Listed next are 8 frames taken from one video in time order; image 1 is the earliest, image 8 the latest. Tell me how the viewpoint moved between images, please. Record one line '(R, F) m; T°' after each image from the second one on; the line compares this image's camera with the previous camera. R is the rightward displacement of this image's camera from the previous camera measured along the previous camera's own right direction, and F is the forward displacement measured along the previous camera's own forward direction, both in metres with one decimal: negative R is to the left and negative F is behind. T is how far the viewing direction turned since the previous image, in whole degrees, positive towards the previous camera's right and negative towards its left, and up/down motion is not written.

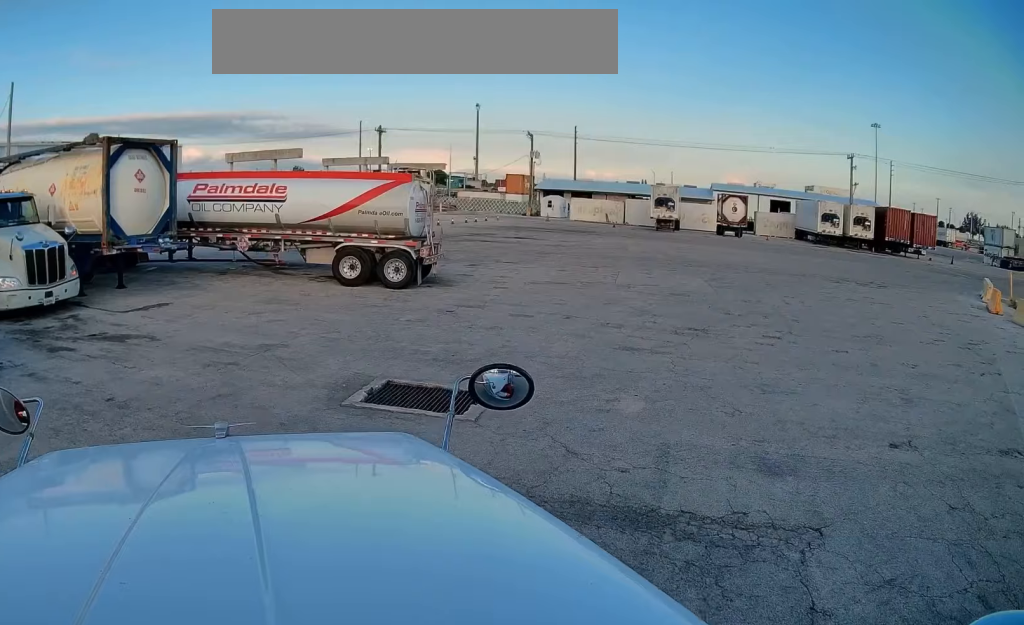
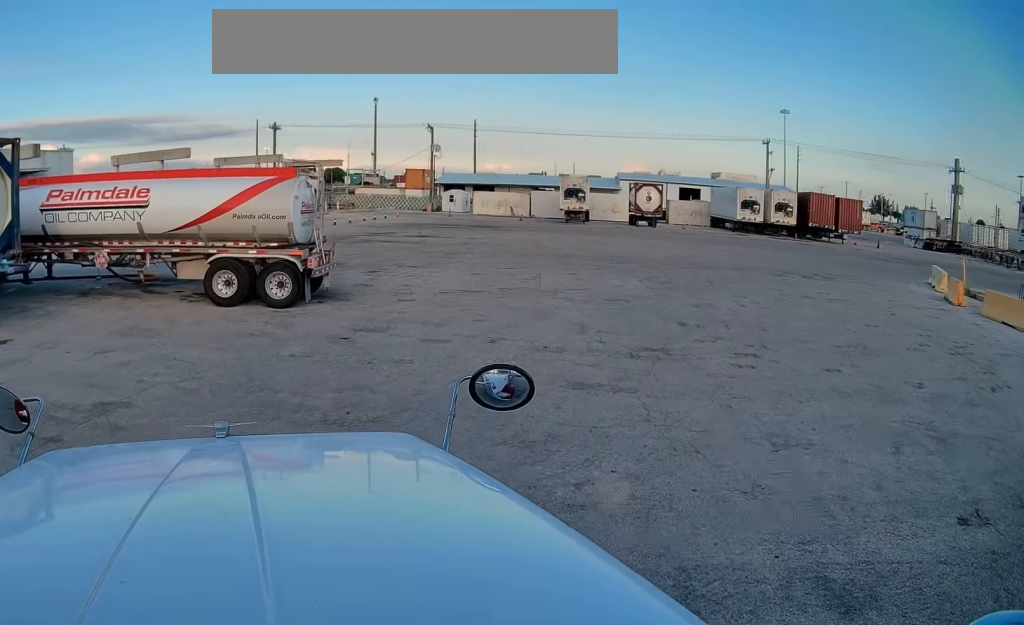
(+0.3, +2.4) m; +11°
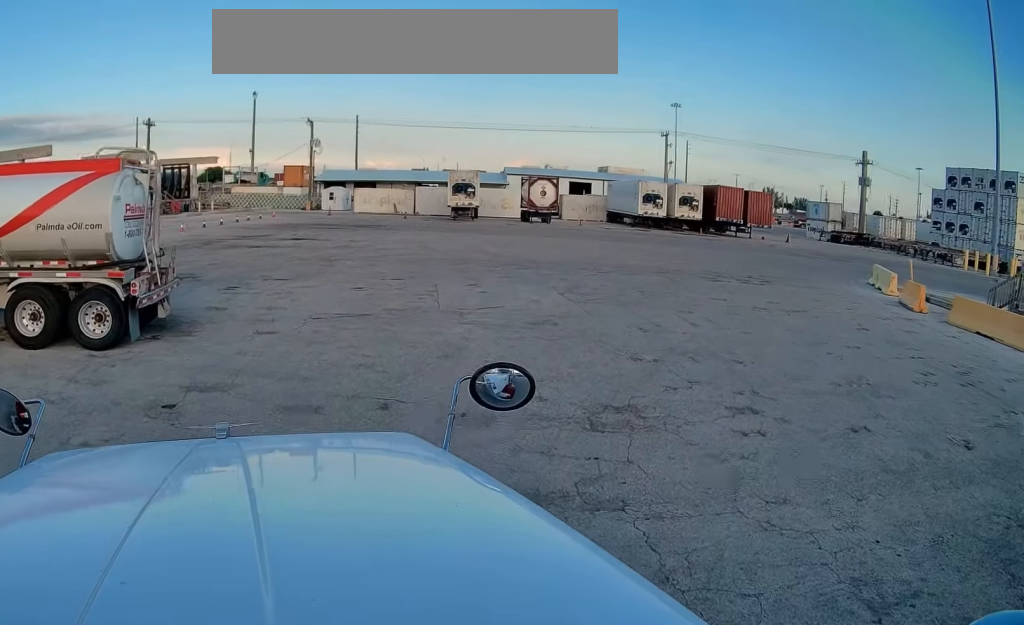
(+0.2, +3.5) m; +7°
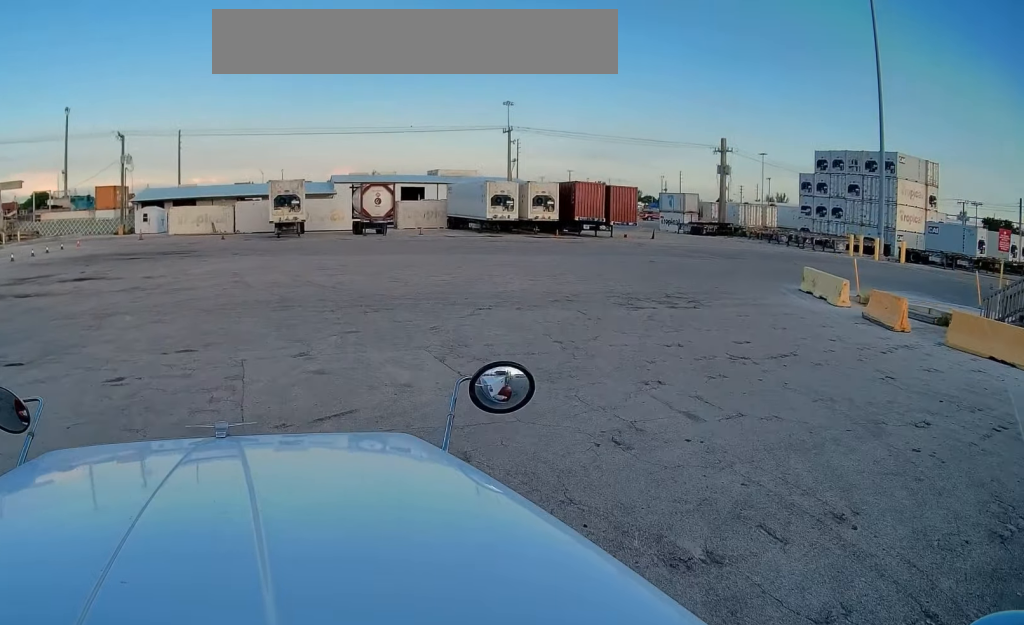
(+0.6, +5.9) m; +11°
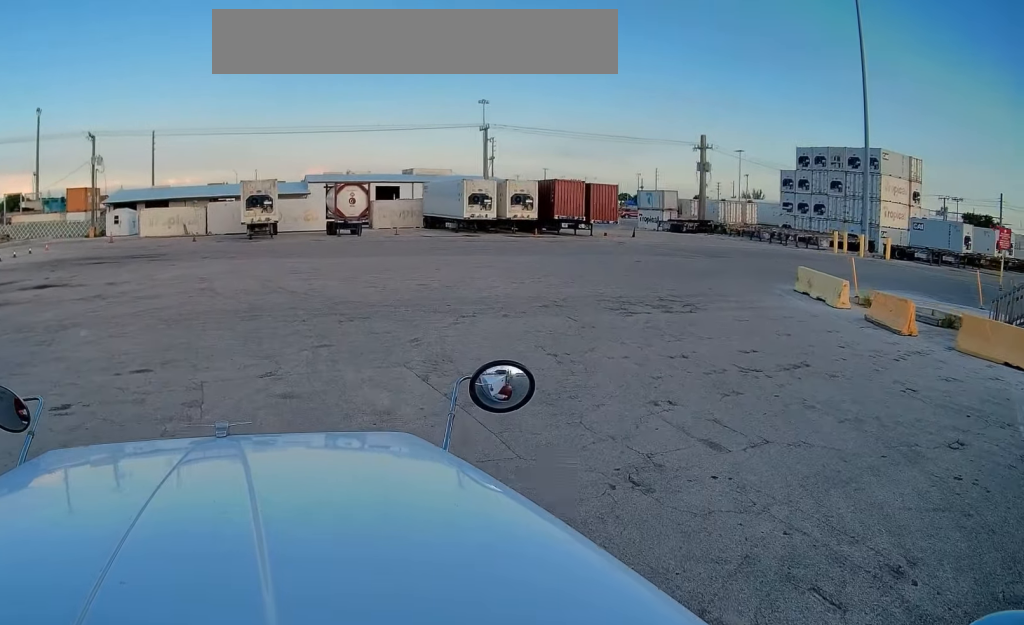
(+0.1, +1.1) m; +3°
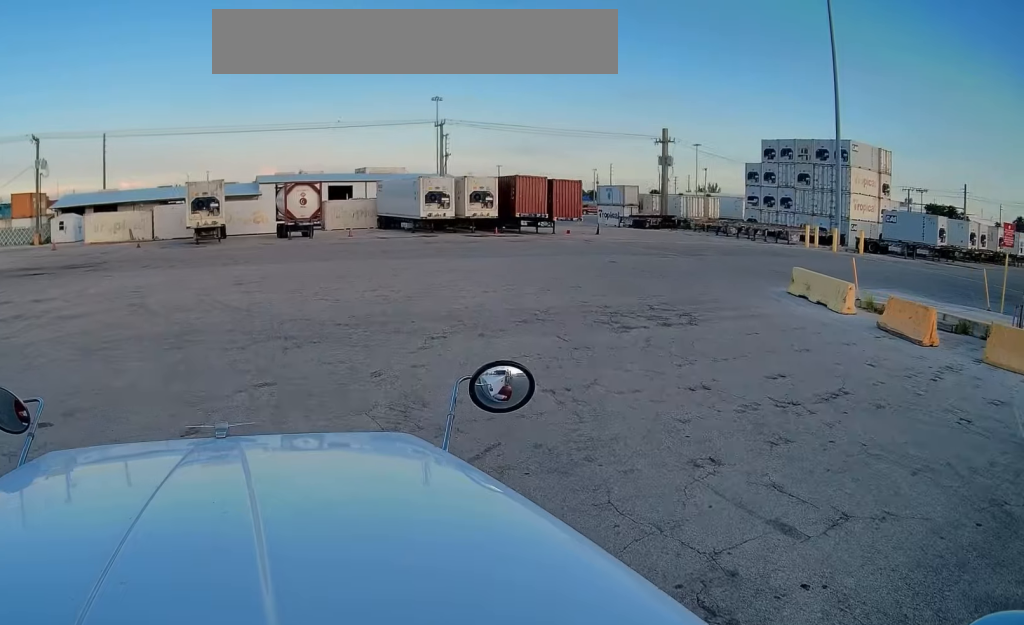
(+0.1, +2.2) m; +4°
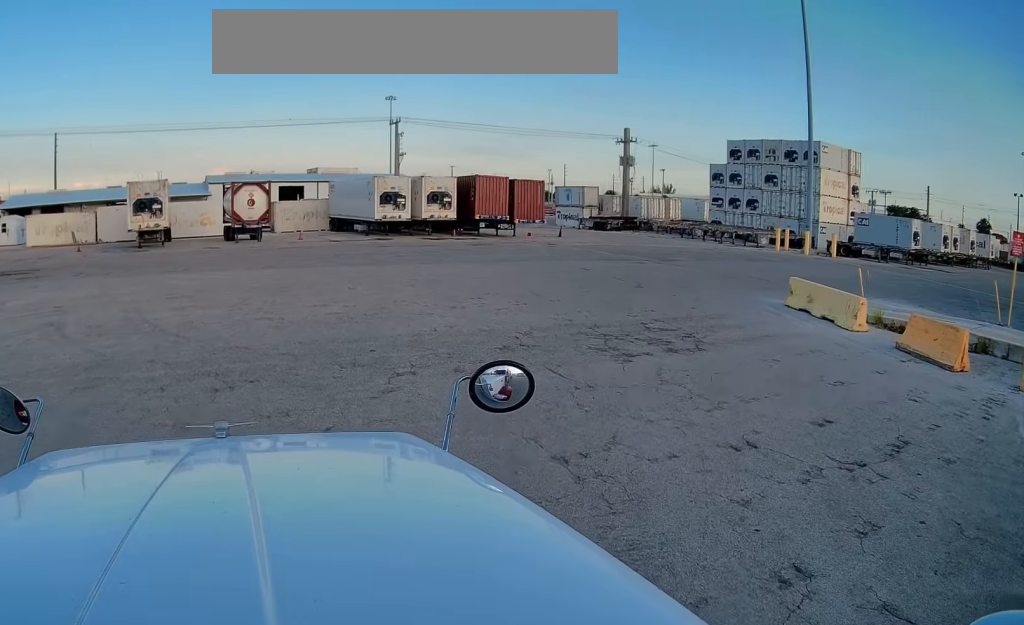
(+0.1, +2.2) m; +3°
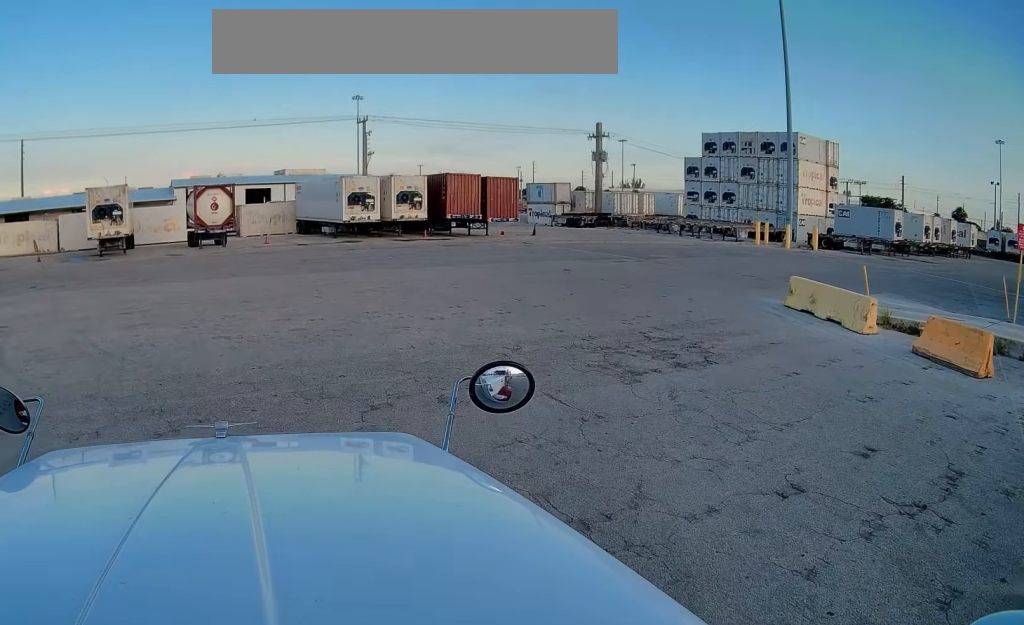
(0.0, +1.5) m; +2°
